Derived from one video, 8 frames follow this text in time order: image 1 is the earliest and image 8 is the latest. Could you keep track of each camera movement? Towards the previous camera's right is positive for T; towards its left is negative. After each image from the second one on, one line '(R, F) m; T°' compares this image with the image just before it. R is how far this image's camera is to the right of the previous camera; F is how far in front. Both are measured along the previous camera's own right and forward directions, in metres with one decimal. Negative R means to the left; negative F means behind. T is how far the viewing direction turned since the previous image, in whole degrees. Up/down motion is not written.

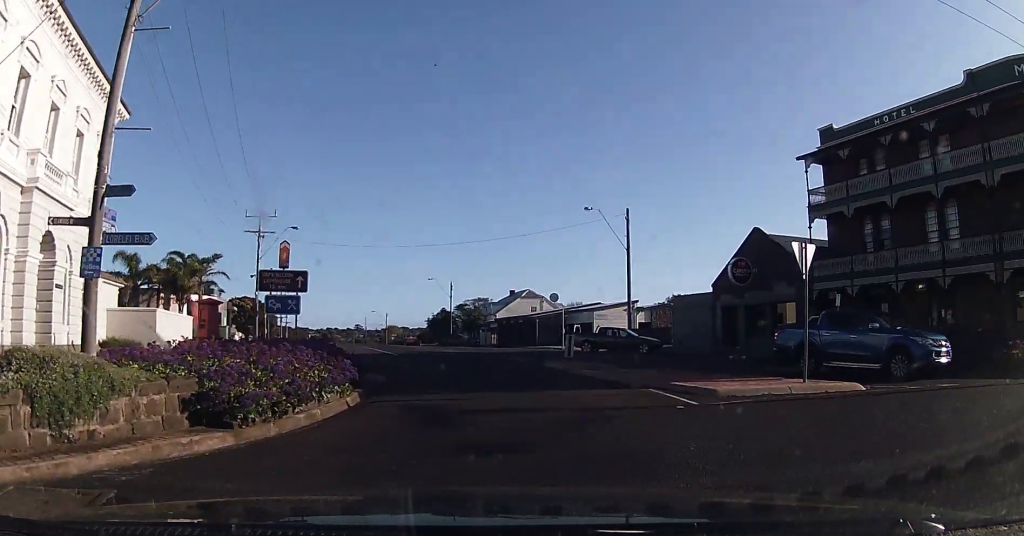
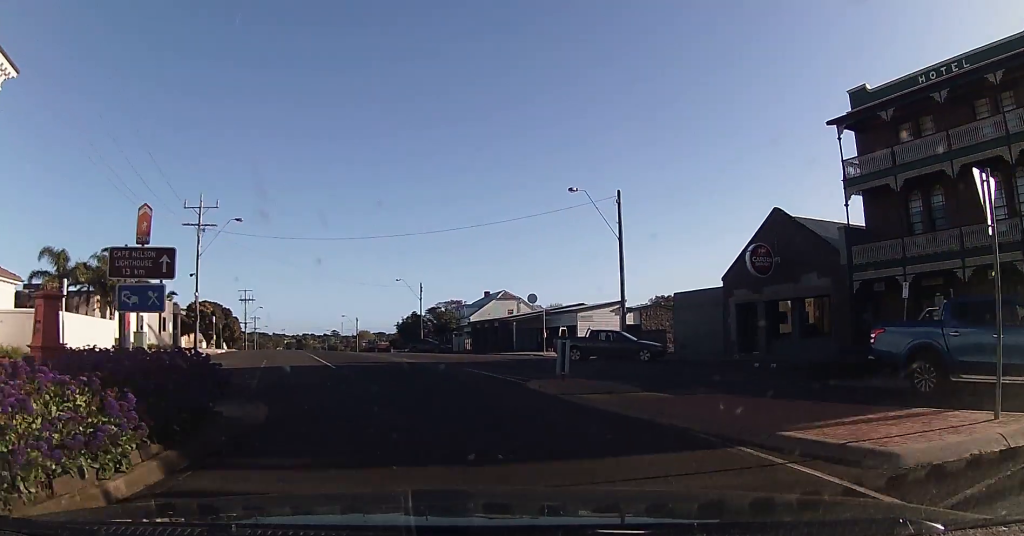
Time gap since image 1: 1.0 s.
(+0.5, +6.7) m; +4°
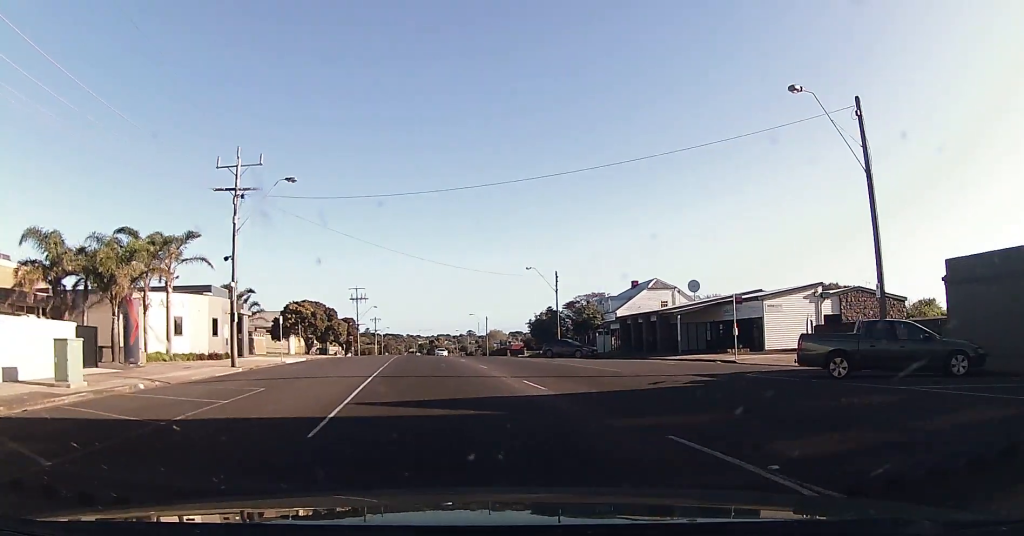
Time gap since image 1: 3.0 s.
(-1.3, +14.9) m; -11°
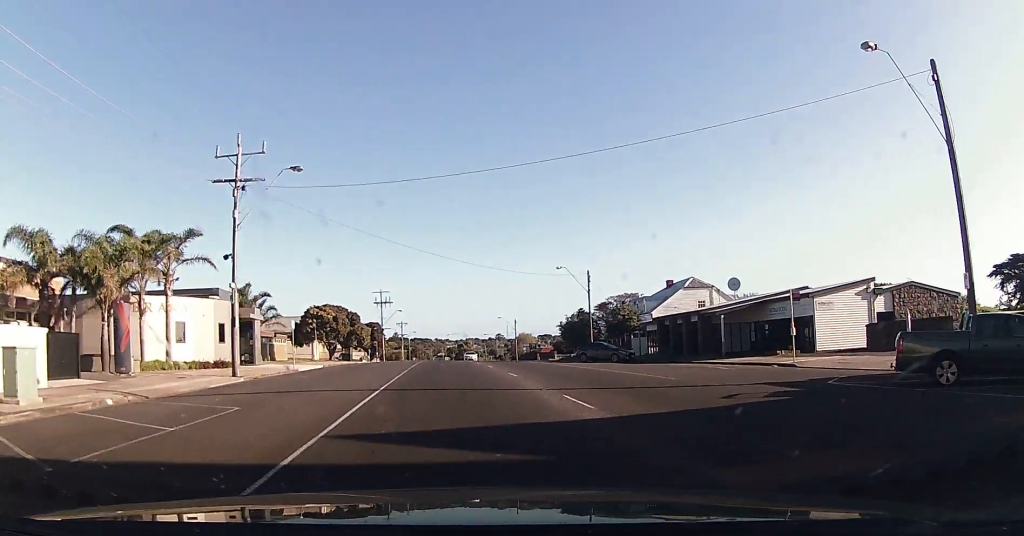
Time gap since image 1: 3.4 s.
(-0.3, +3.5) m; -2°
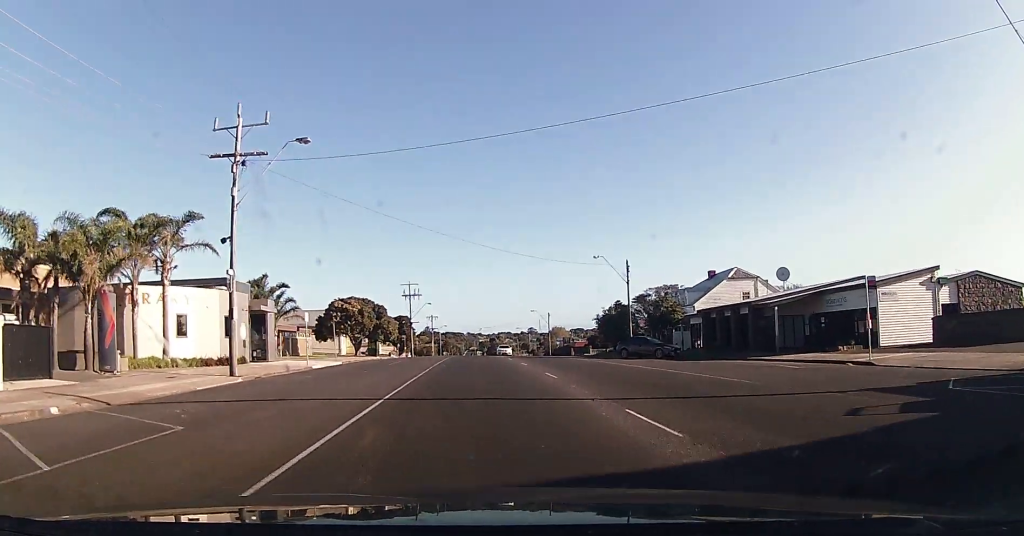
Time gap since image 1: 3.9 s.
(+0.1, +3.9) m; -2°
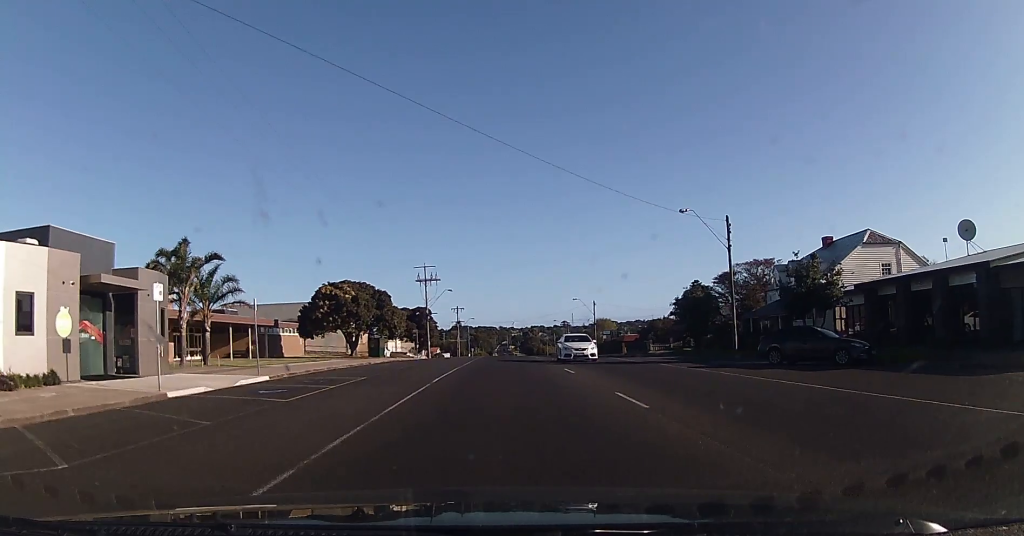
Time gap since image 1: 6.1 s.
(-1.7, +20.2) m; -7°
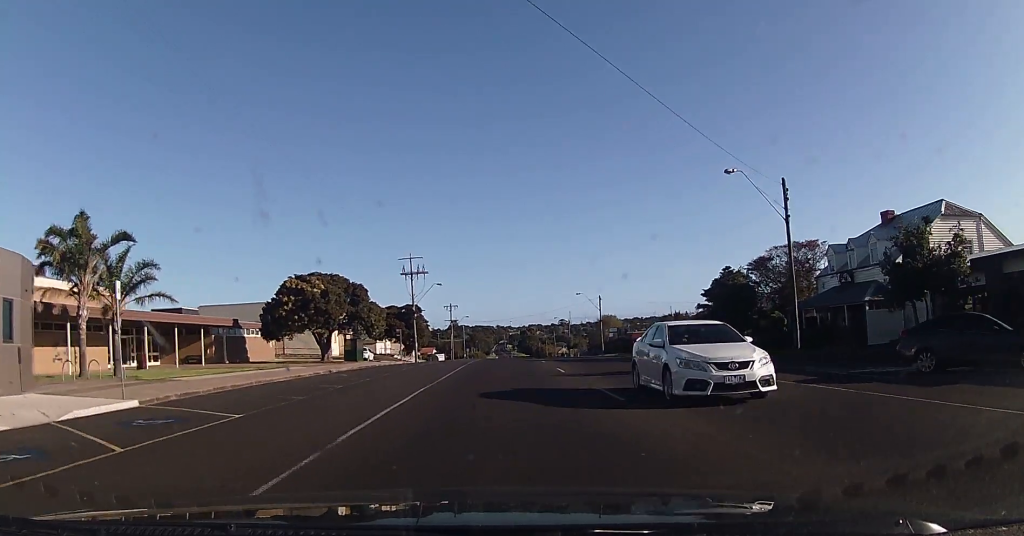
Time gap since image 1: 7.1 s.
(0.0, +9.7) m; +2°
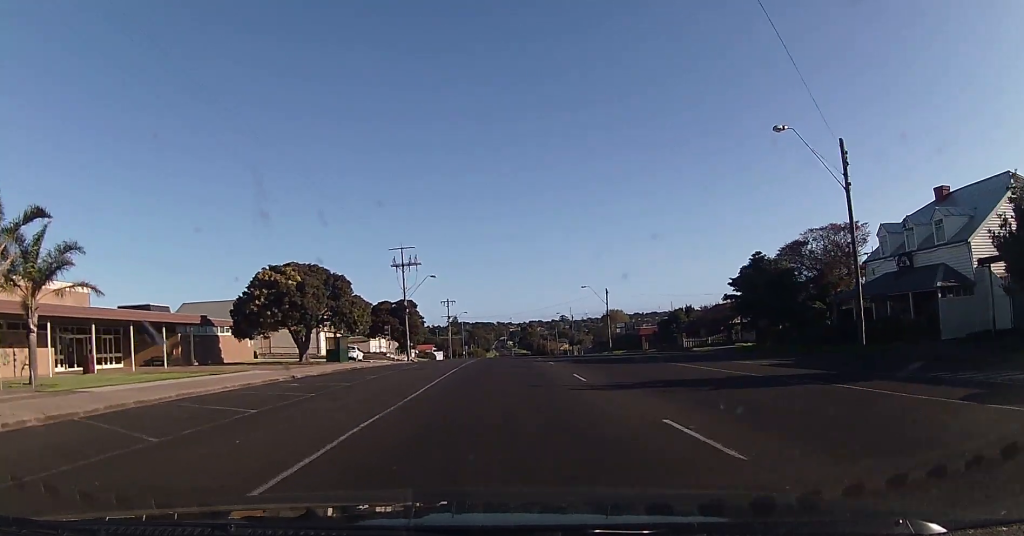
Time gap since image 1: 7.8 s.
(+0.1, +6.4) m; +1°
